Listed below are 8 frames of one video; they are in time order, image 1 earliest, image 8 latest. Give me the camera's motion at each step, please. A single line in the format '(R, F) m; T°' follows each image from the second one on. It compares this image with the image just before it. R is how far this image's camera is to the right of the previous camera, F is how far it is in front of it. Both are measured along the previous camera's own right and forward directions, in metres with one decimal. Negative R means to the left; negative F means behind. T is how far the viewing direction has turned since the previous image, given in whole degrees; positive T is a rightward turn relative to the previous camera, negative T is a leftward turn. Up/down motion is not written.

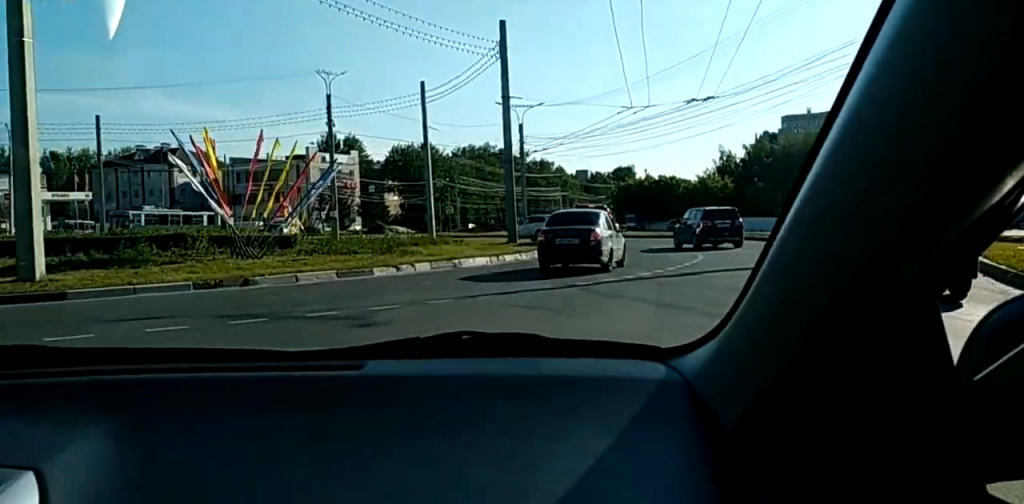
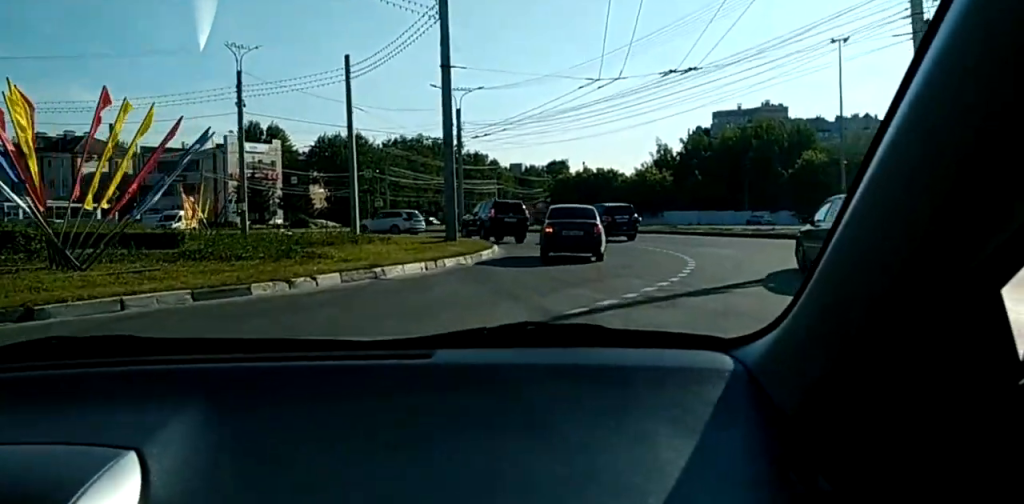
(+0.4, +4.9) m; +9°
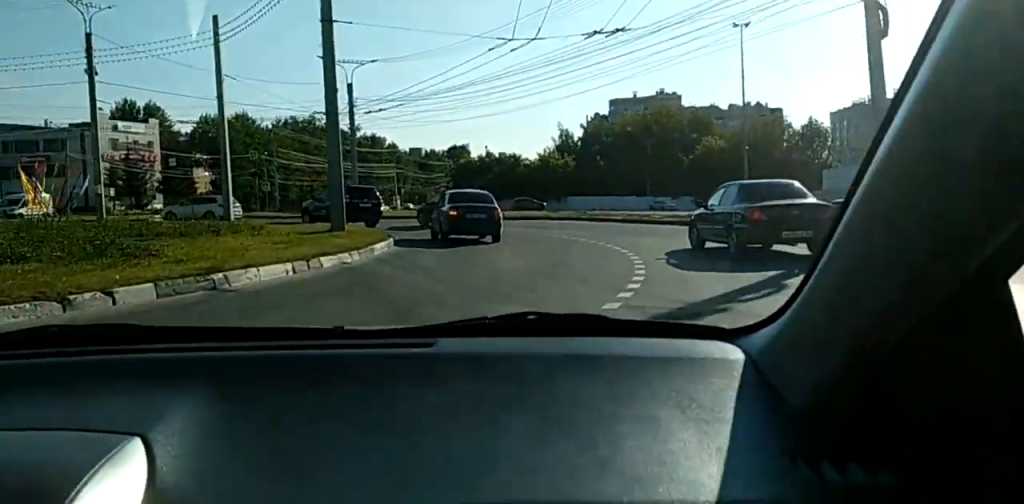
(+0.2, +3.4) m; +5°
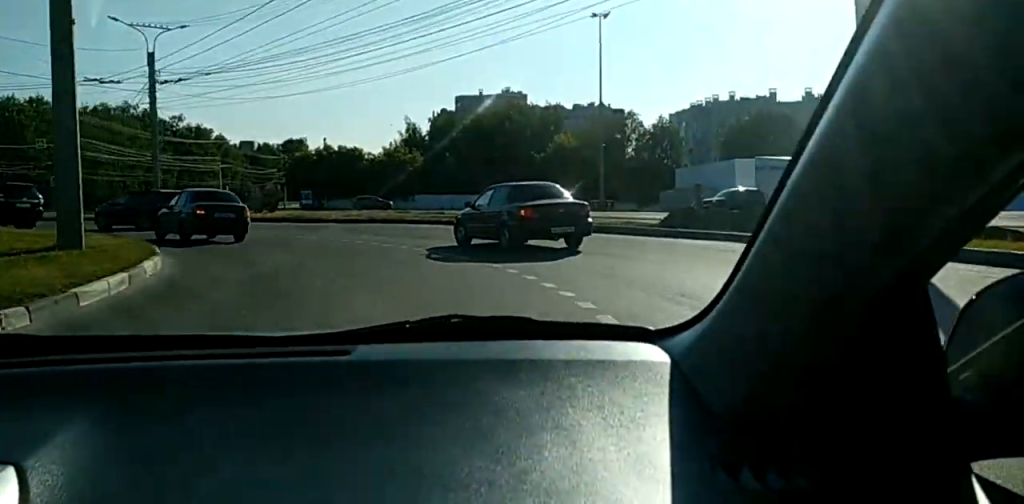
(+0.3, +6.6) m; +6°
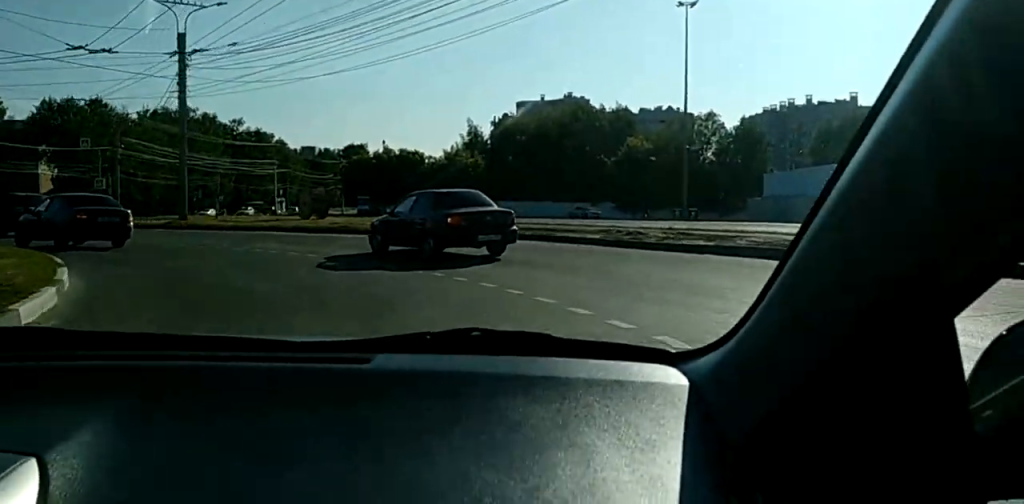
(+0.3, +7.3) m; +5°
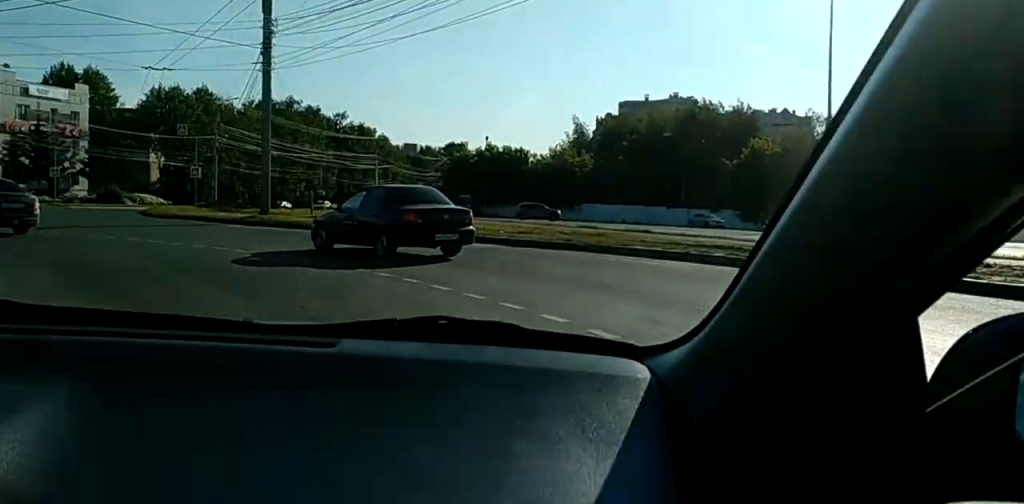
(+0.3, +6.9) m; -2°
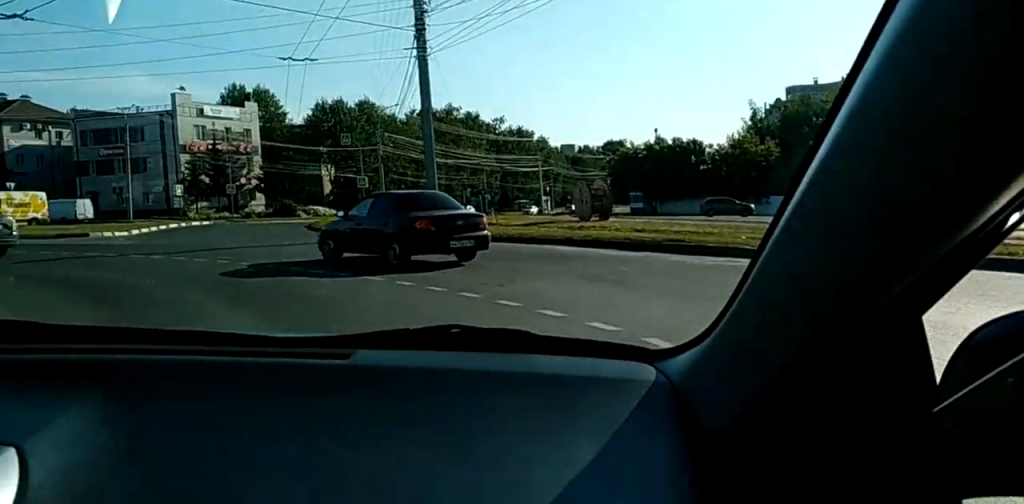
(-0.1, +6.5) m; -6°
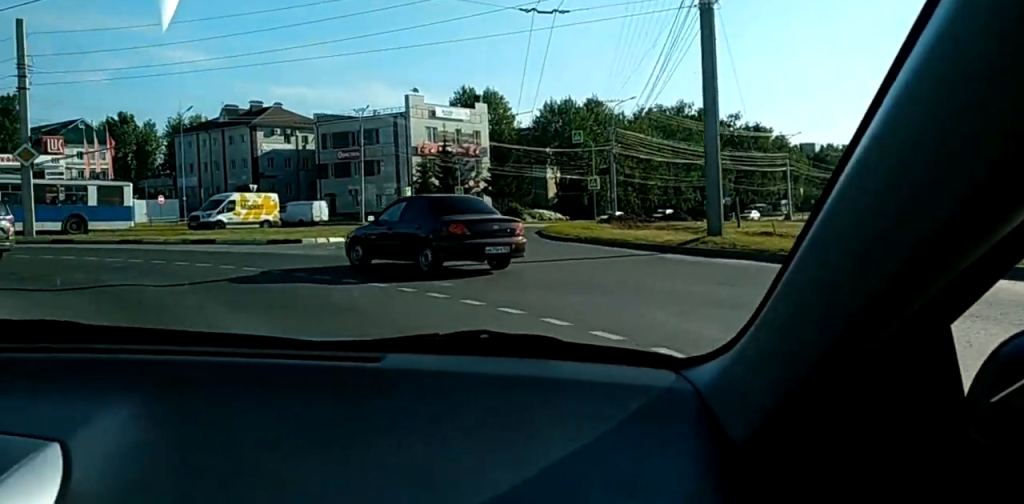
(-0.7, +7.6) m; -11°
